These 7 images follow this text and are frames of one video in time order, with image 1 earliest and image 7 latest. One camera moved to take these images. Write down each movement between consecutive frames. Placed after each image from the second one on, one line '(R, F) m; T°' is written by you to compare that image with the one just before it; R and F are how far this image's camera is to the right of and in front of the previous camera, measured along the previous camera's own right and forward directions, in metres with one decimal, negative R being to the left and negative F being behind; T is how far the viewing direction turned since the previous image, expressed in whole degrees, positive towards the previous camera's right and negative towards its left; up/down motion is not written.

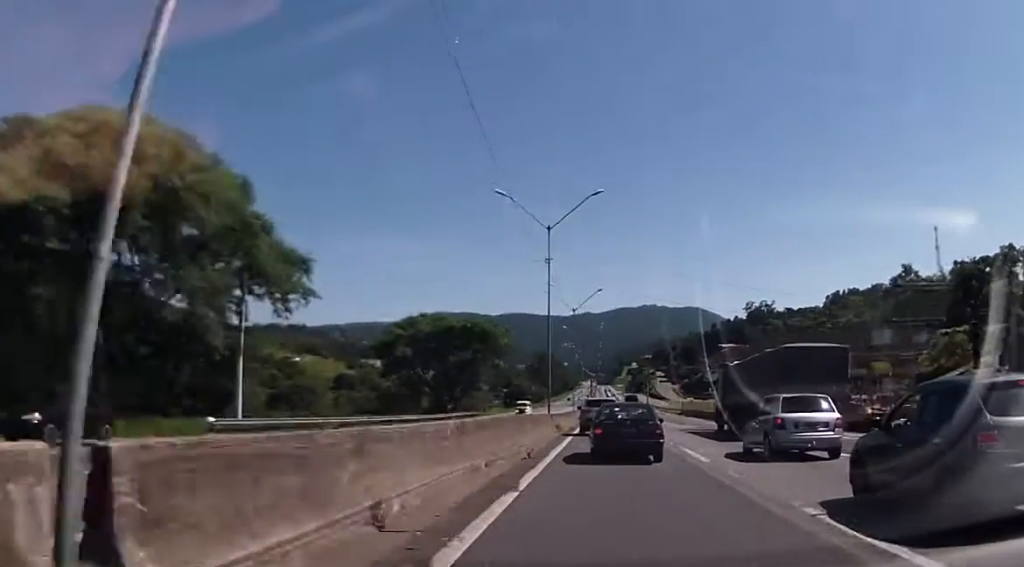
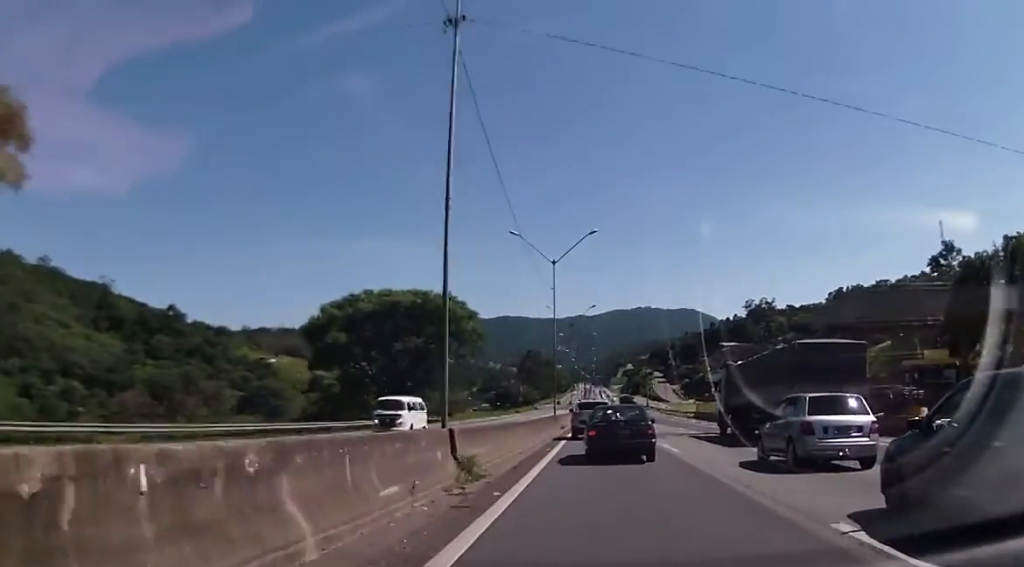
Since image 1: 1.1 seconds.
(-0.1, +26.6) m; 0°
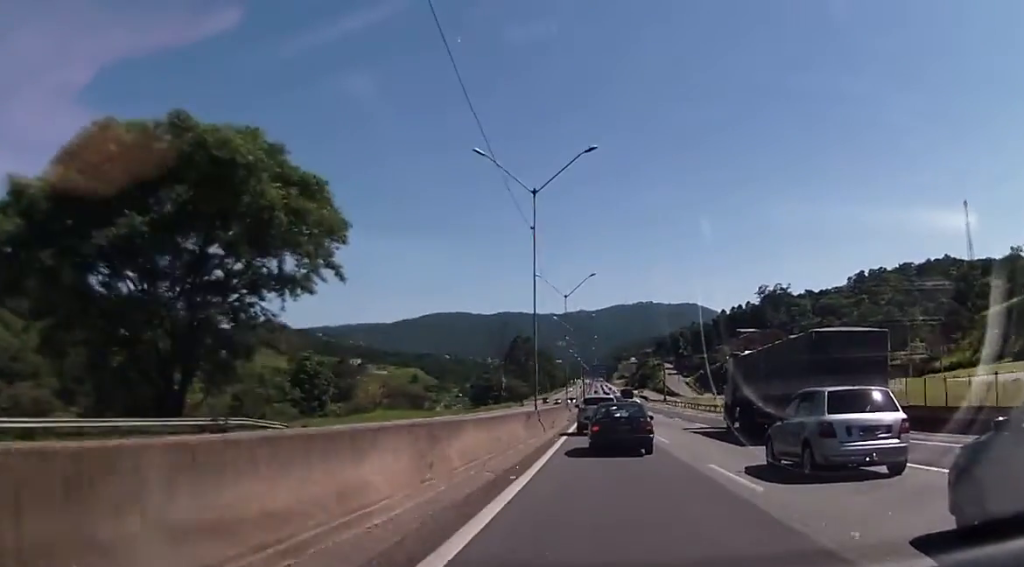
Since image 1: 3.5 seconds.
(-0.3, +51.9) m; 0°
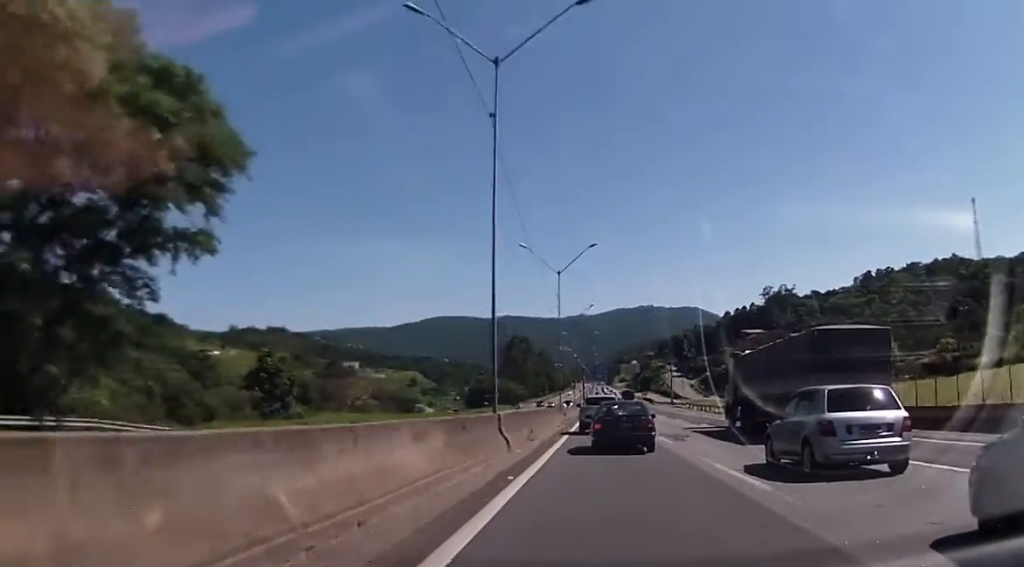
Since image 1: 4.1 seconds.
(+0.2, +13.8) m; 0°
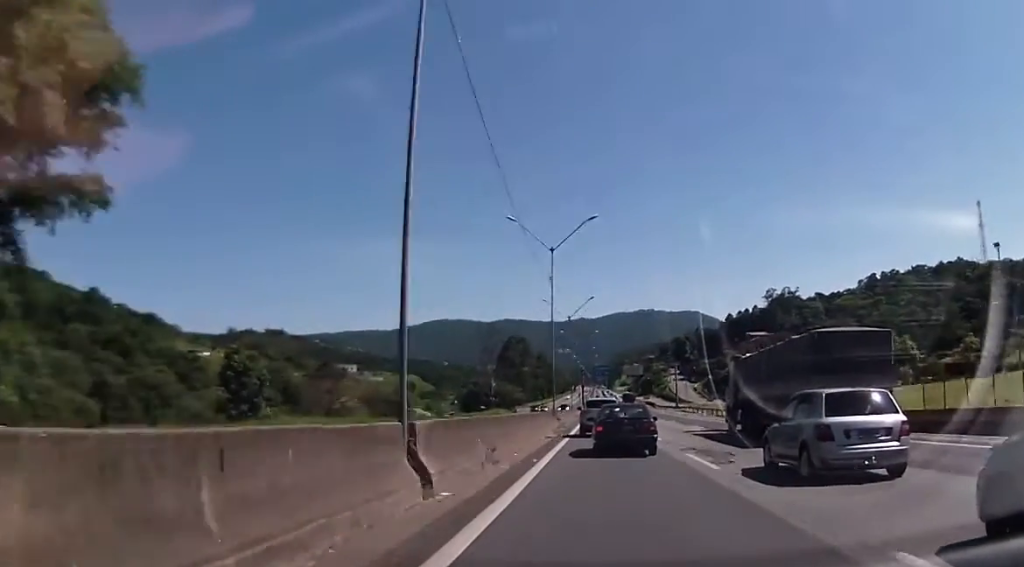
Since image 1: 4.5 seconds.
(0.0, +9.4) m; 0°
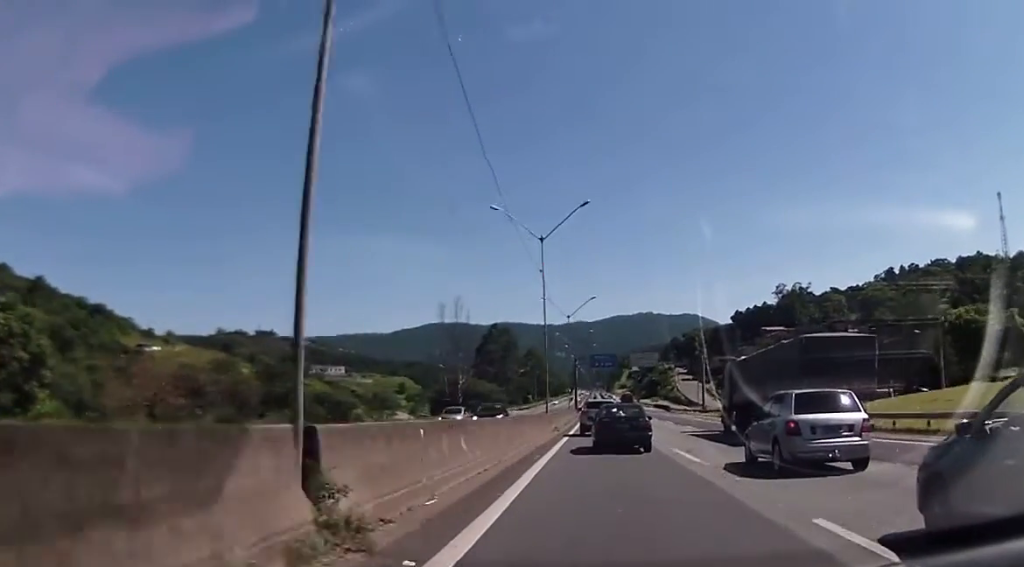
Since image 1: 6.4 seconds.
(+0.2, +40.1) m; +1°
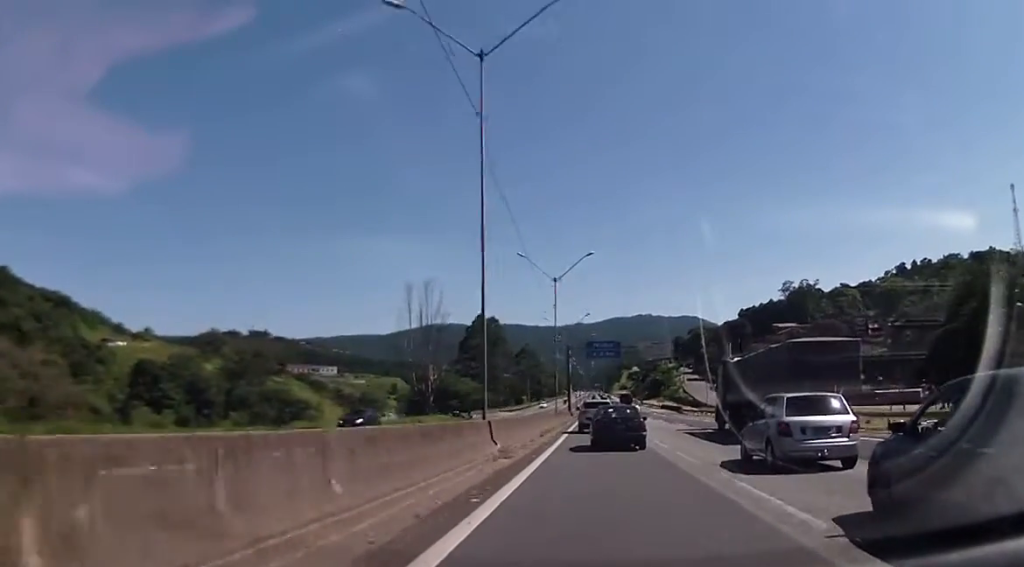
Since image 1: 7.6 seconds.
(0.0, +23.2) m; 0°
